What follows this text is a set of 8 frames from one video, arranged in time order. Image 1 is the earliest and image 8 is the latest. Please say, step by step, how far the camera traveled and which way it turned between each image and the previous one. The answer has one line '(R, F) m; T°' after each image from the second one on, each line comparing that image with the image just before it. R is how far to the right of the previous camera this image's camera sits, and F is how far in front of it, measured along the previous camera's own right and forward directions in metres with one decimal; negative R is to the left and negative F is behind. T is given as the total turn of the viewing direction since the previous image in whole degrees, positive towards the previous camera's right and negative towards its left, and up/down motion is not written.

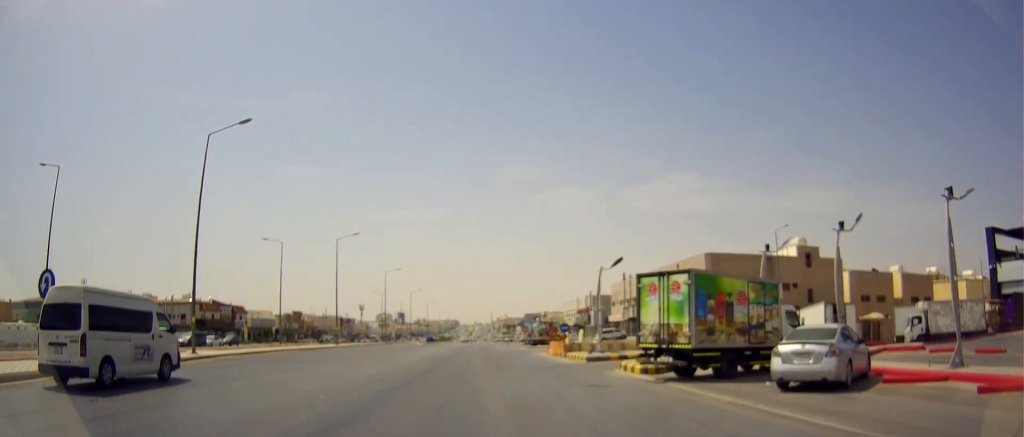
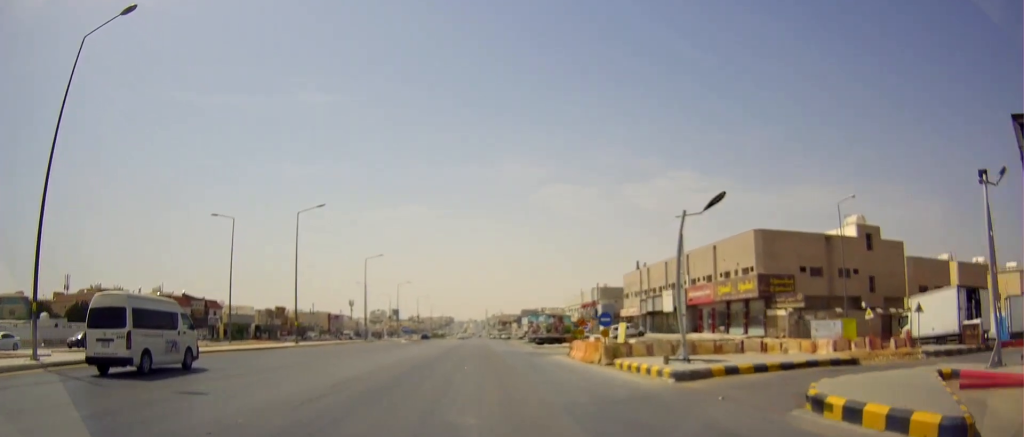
(+0.5, +14.1) m; 0°
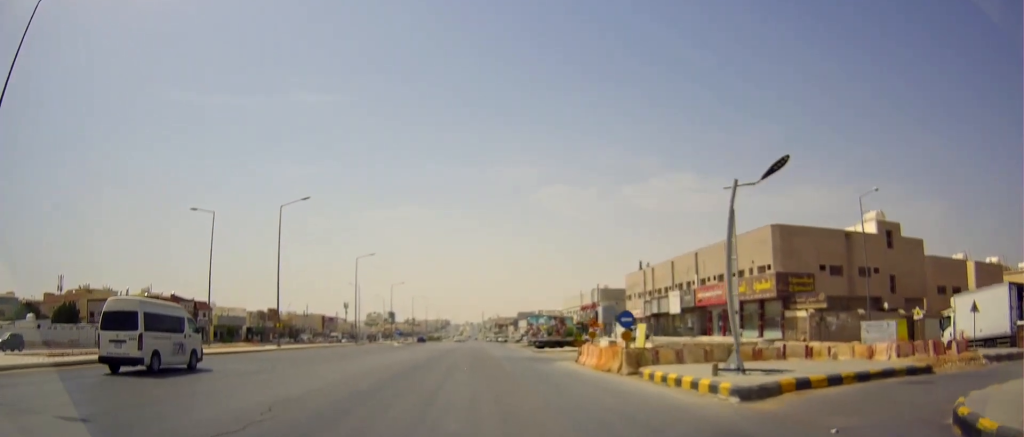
(-0.3, +4.2) m; -1°
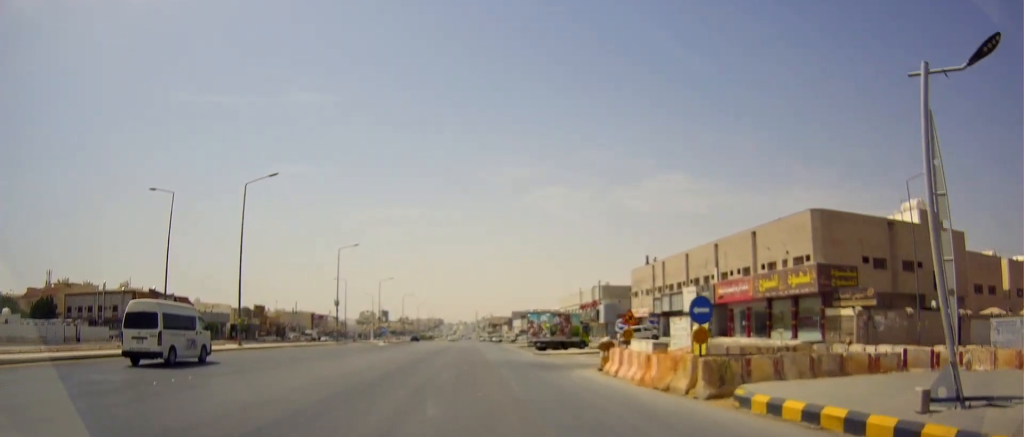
(+0.1, +7.8) m; +1°
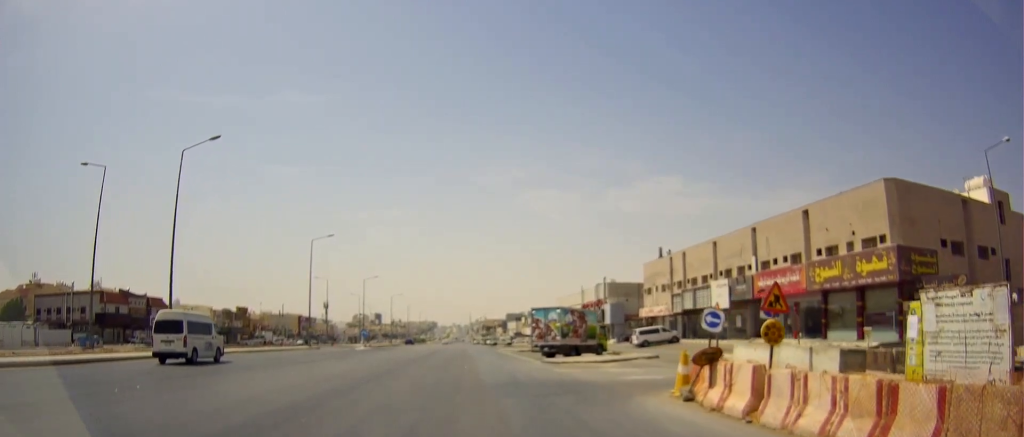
(0.0, +10.6) m; -3°
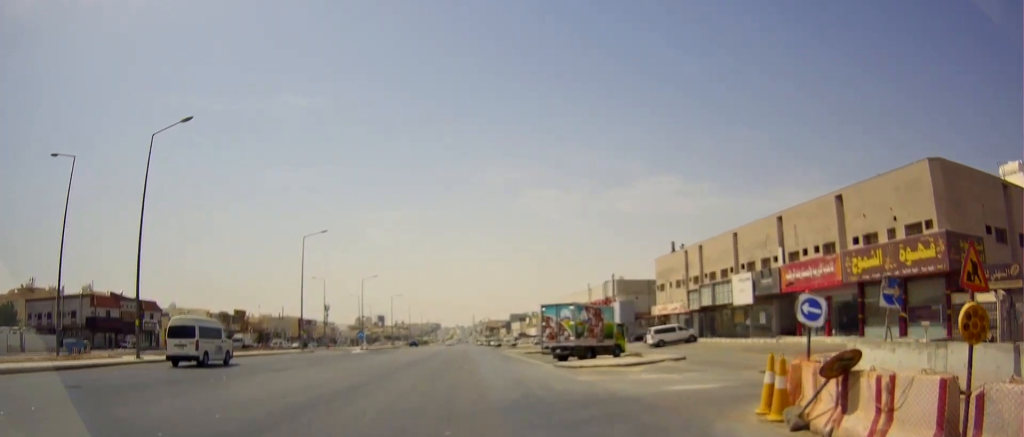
(-0.1, +4.3) m; 0°
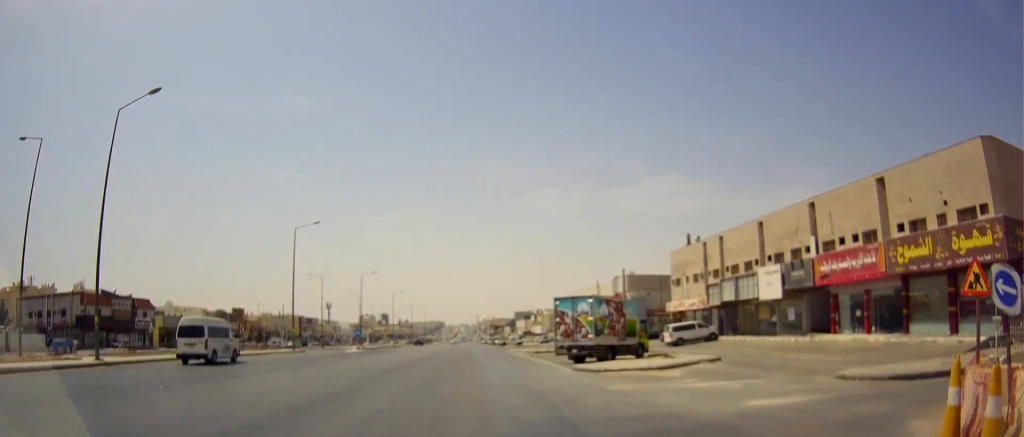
(0.0, +4.3) m; +1°
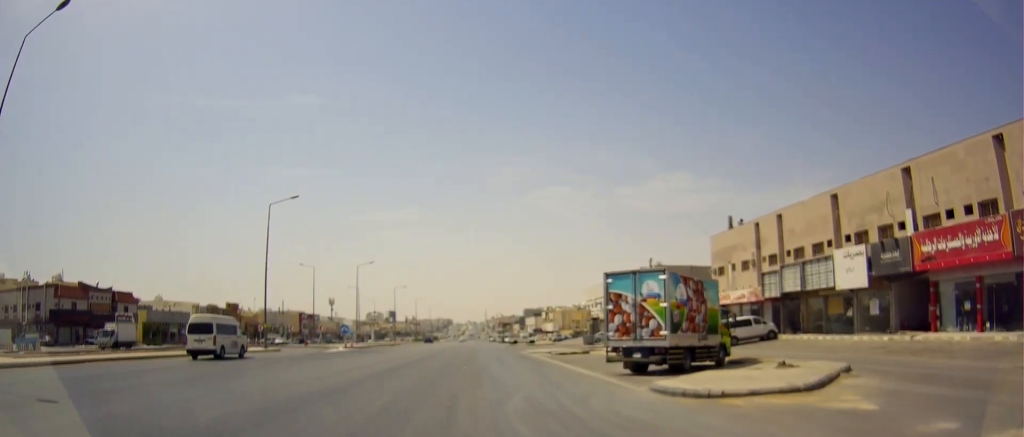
(+0.4, +10.1) m; +3°
